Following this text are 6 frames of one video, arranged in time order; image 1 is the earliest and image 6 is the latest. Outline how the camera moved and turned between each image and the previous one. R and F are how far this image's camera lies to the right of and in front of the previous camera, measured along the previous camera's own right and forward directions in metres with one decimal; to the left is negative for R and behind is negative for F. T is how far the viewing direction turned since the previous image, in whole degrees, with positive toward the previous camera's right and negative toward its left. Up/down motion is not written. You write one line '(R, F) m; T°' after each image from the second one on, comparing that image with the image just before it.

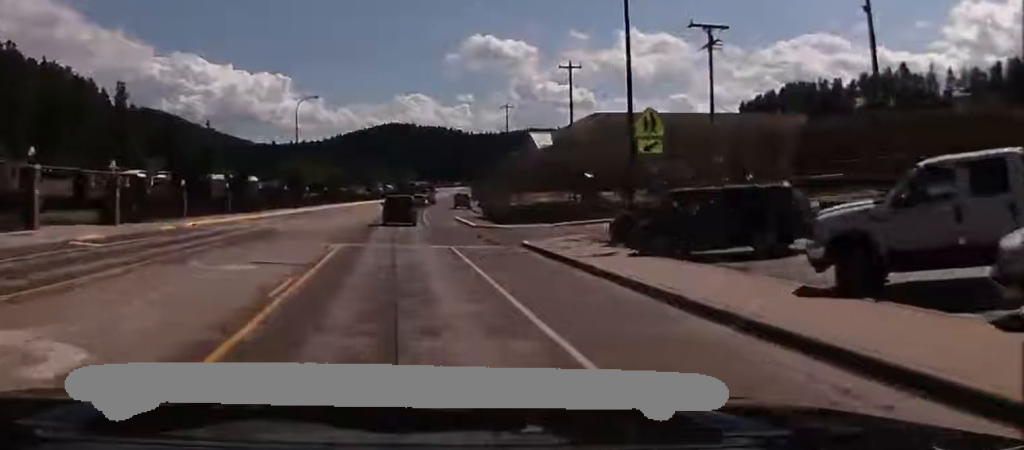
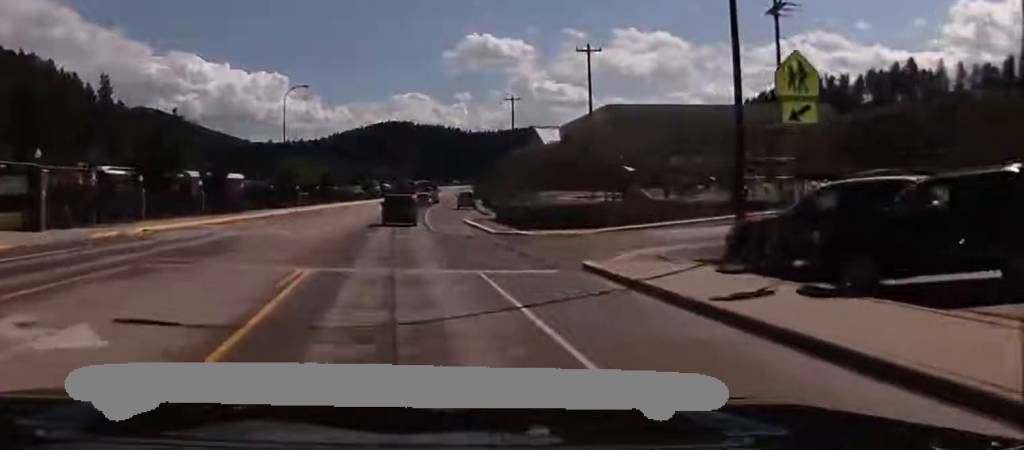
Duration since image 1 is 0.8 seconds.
(0.0, +9.6) m; +1°
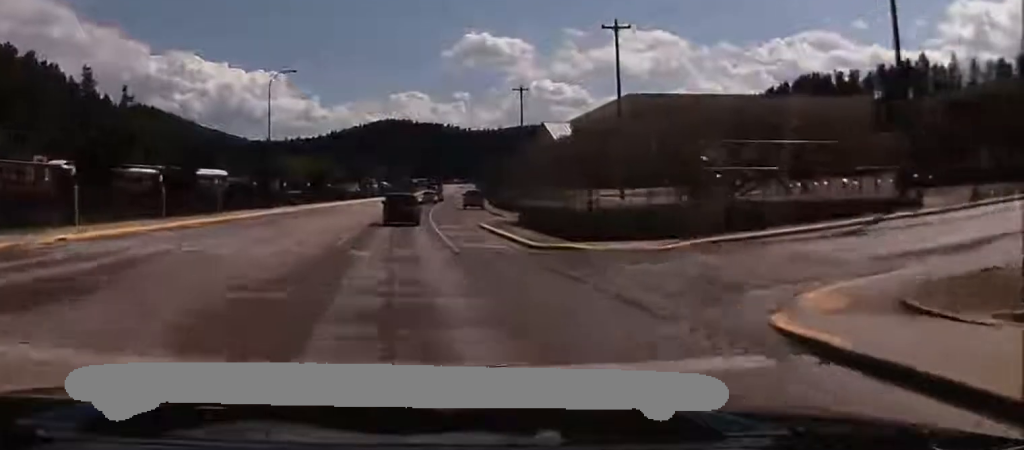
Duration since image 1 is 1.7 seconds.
(+0.2, +10.3) m; +1°
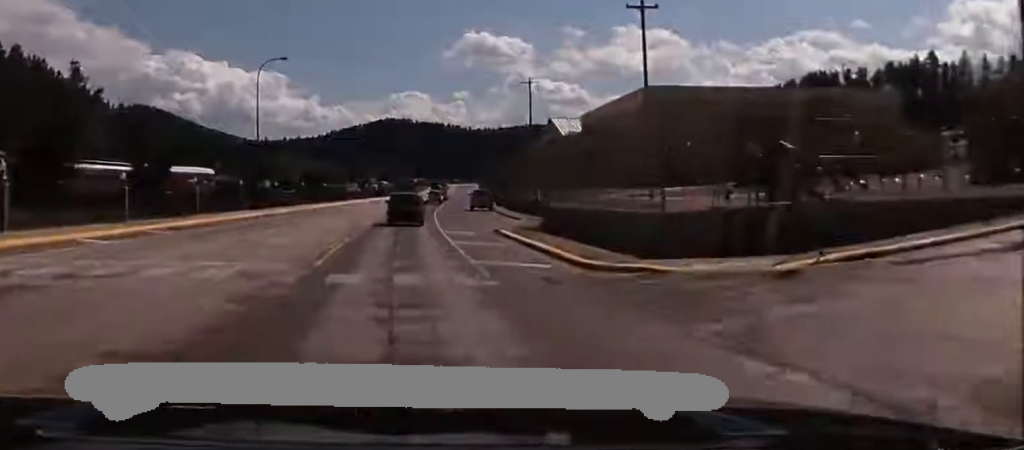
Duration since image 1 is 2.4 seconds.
(+0.1, +7.5) m; 0°
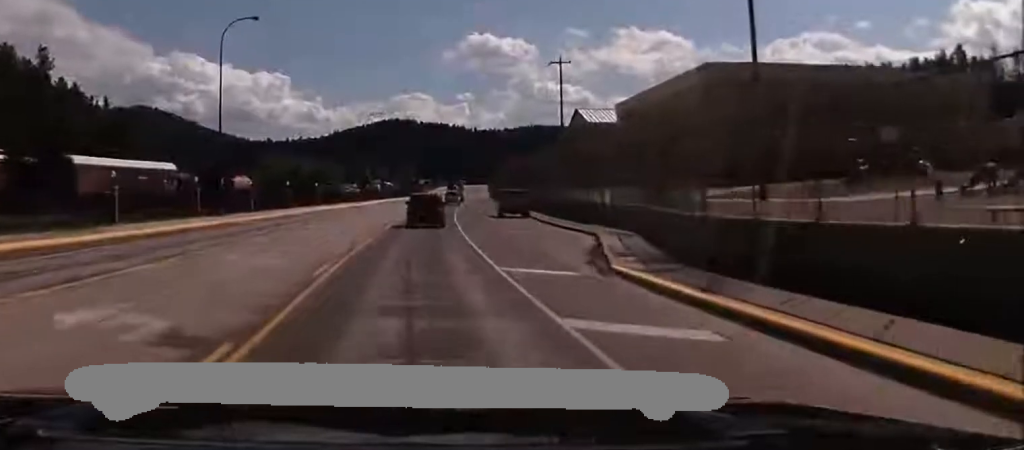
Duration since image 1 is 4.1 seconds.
(-0.6, +18.6) m; -2°
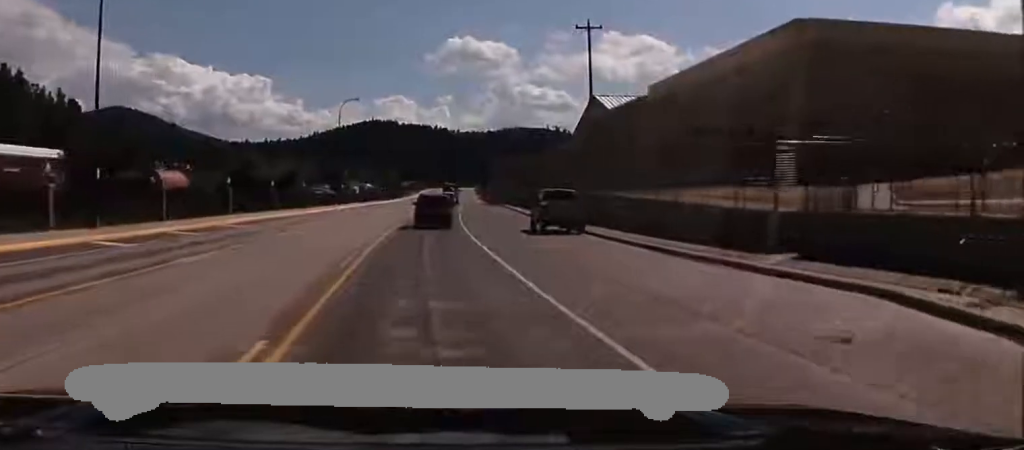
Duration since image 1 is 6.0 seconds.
(+0.5, +22.2) m; +4°
